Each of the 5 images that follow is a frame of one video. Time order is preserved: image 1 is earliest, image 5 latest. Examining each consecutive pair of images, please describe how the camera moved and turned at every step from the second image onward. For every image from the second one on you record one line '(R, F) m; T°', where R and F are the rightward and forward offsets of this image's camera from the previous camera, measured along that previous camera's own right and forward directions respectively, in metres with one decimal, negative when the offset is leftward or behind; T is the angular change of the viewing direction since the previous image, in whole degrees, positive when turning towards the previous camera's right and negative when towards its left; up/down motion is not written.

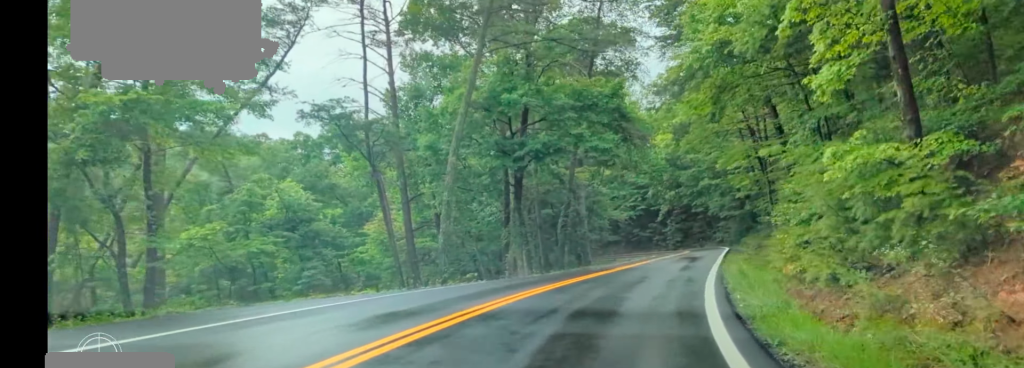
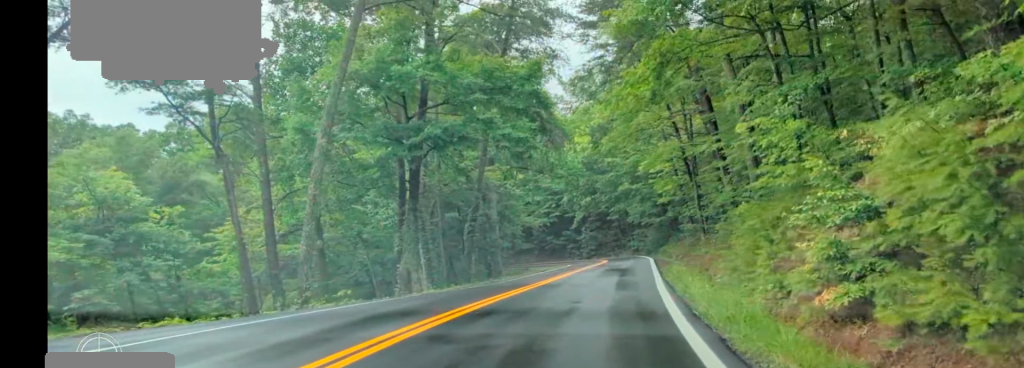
(+0.5, +5.6) m; +8°
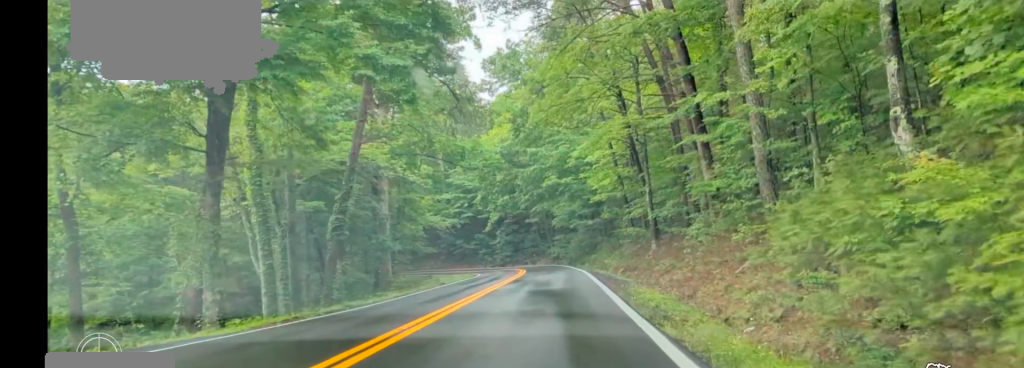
(+1.2, +10.2) m; +8°
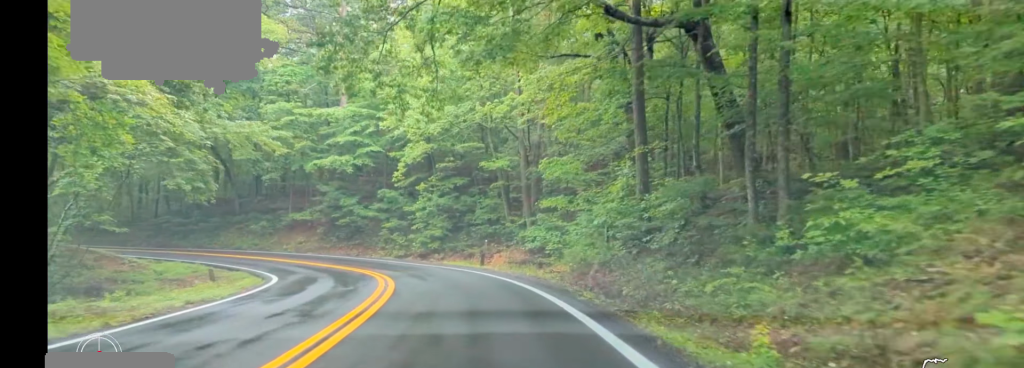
(+1.0, +41.1) m; -3°
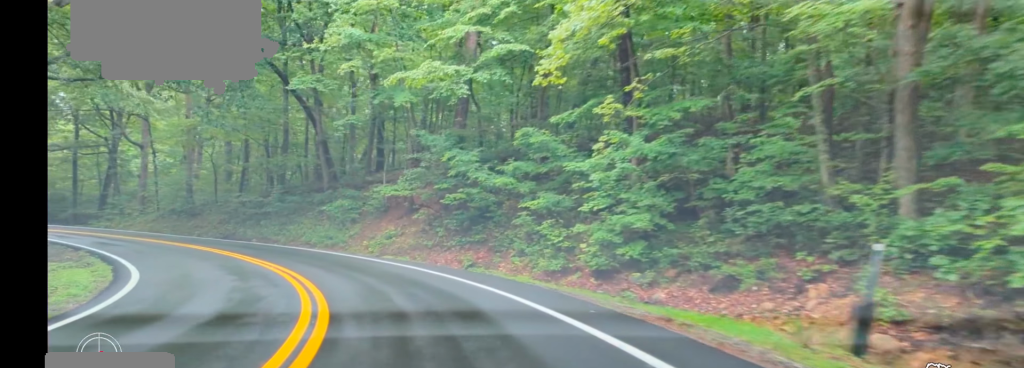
(-2.8, +23.9) m; -15°
